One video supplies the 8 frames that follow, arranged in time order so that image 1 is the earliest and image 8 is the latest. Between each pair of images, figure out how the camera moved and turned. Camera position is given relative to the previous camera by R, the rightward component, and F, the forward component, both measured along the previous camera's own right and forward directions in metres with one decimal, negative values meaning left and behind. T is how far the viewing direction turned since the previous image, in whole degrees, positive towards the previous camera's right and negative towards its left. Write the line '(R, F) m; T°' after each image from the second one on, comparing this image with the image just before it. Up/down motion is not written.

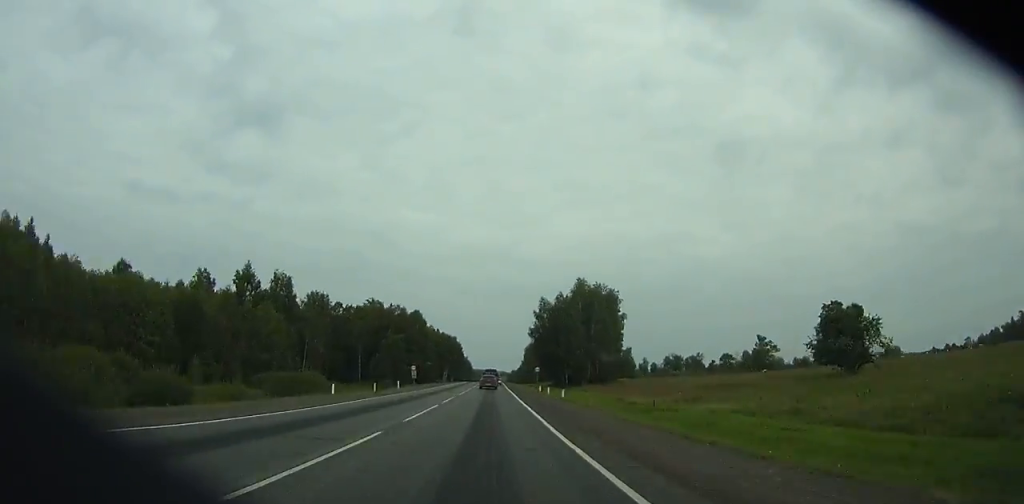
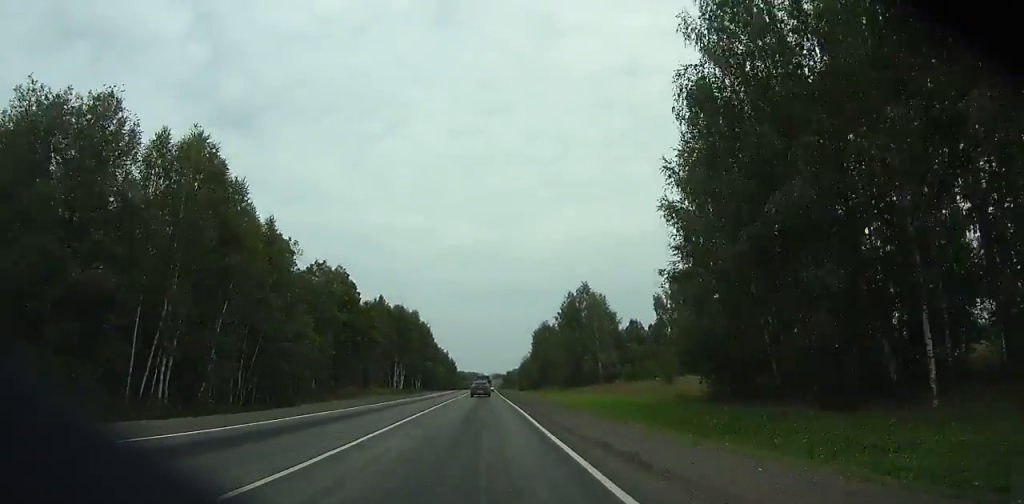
(-0.3, +110.0) m; +1°
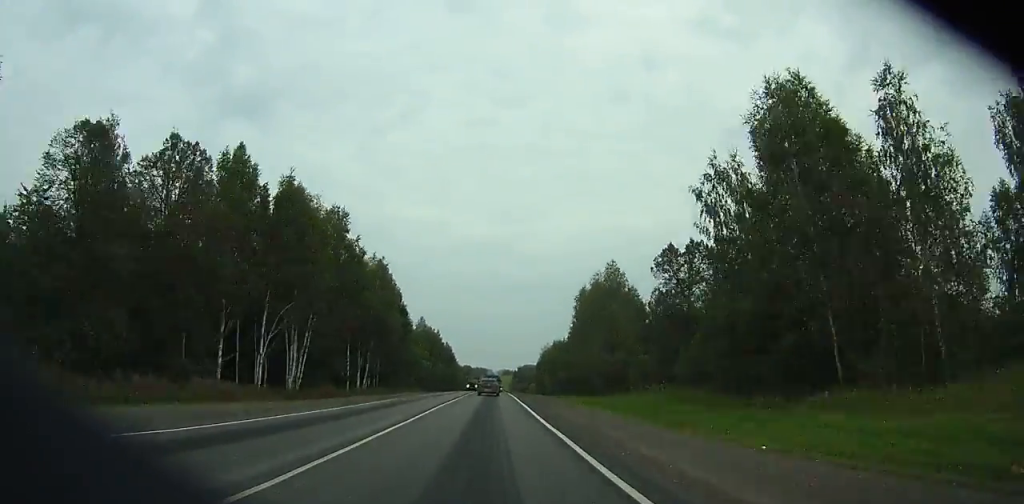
(+1.9, +85.2) m; 0°
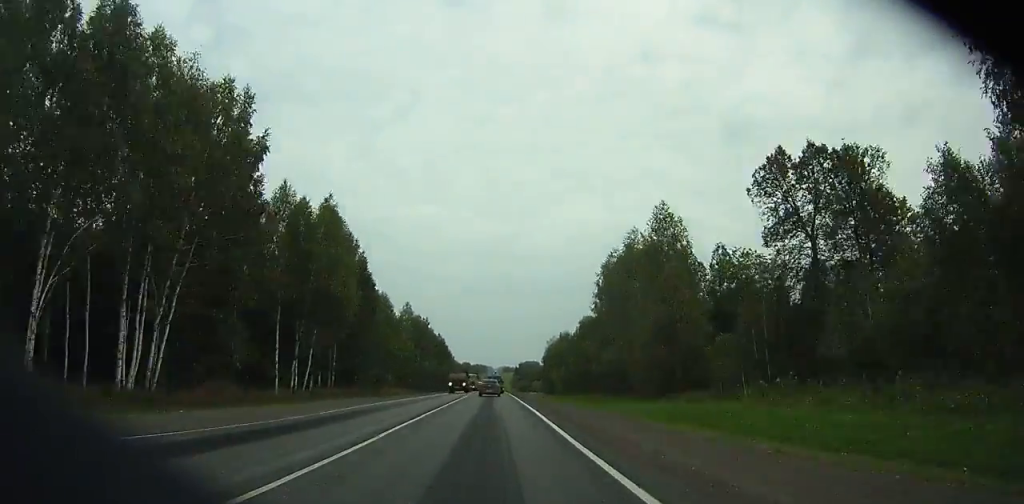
(+1.6, +29.8) m; -1°
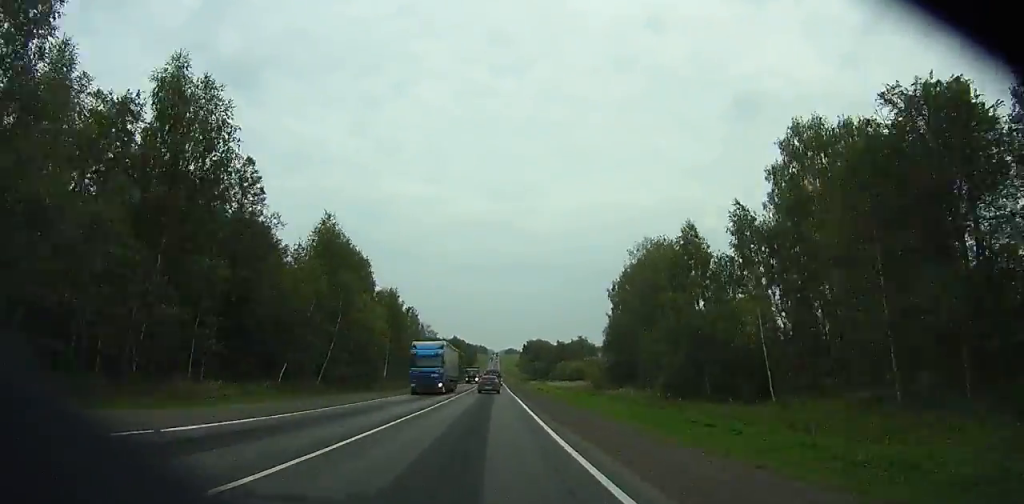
(-4.9, +143.4) m; 0°
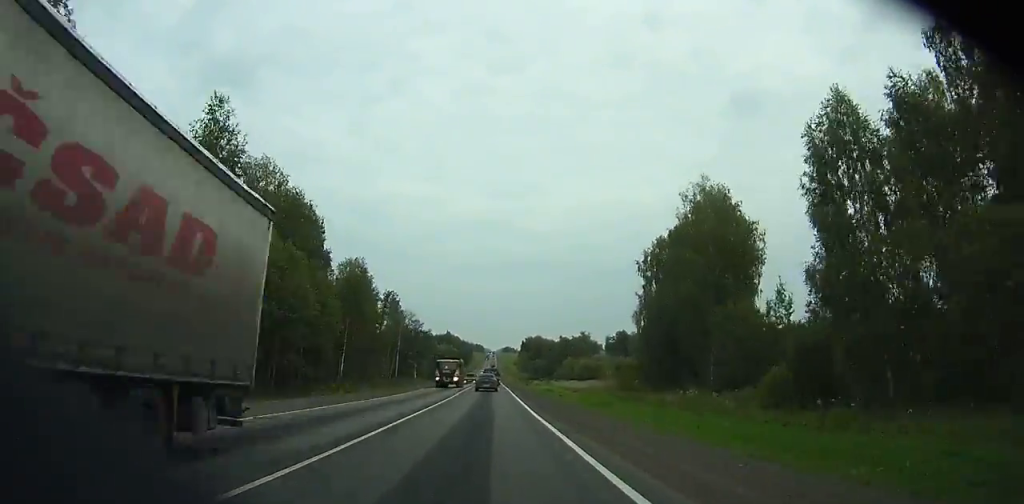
(0.0, +27.2) m; 0°
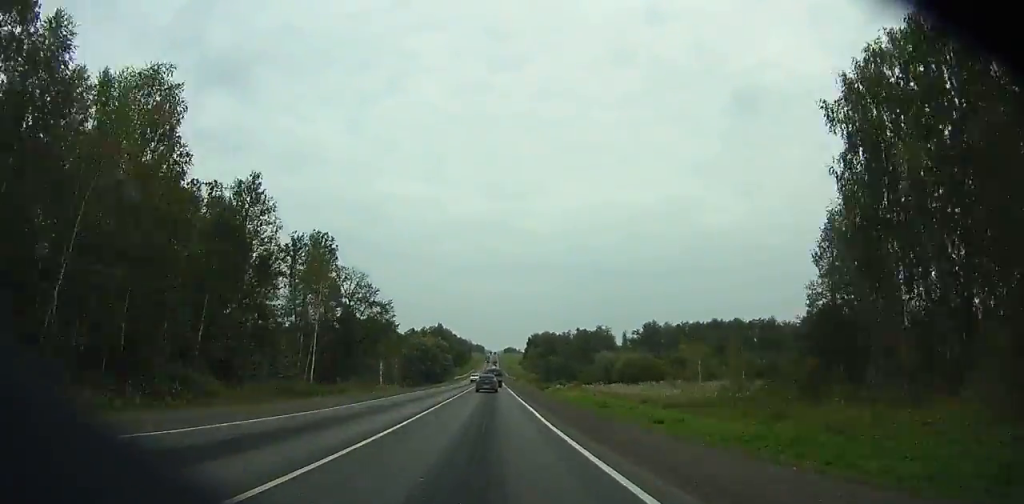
(+0.1, +56.9) m; 0°
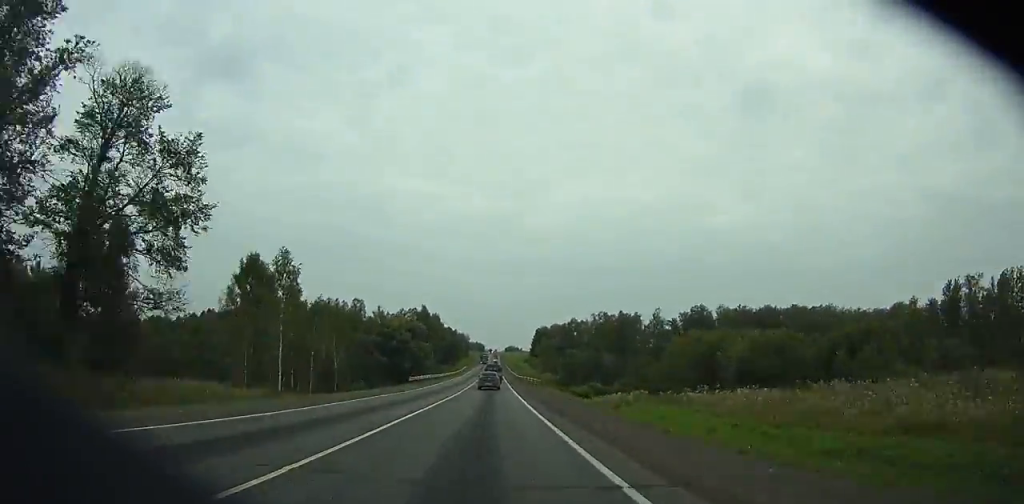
(+0.2, +59.7) m; 0°
